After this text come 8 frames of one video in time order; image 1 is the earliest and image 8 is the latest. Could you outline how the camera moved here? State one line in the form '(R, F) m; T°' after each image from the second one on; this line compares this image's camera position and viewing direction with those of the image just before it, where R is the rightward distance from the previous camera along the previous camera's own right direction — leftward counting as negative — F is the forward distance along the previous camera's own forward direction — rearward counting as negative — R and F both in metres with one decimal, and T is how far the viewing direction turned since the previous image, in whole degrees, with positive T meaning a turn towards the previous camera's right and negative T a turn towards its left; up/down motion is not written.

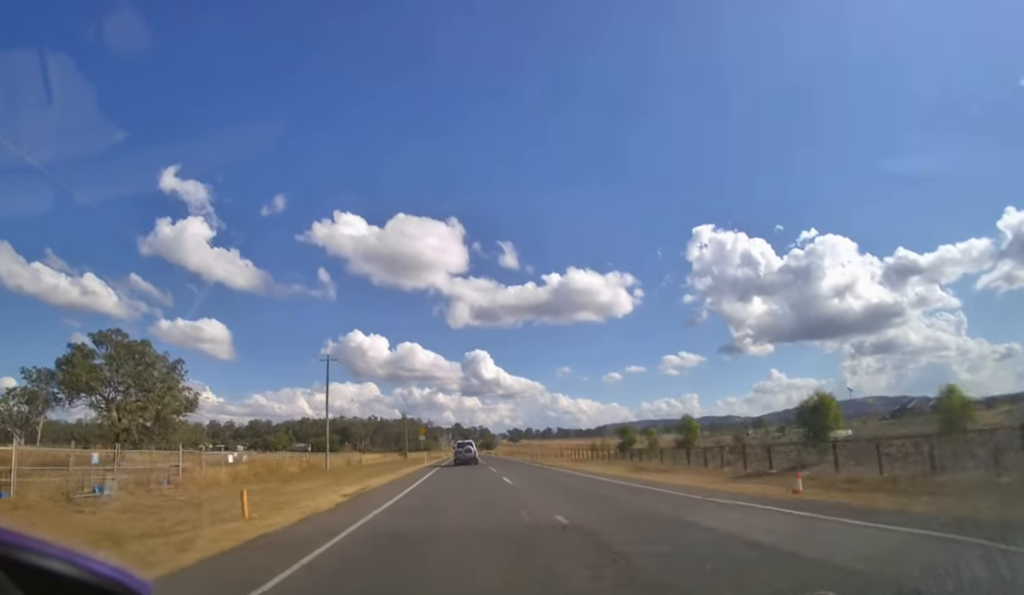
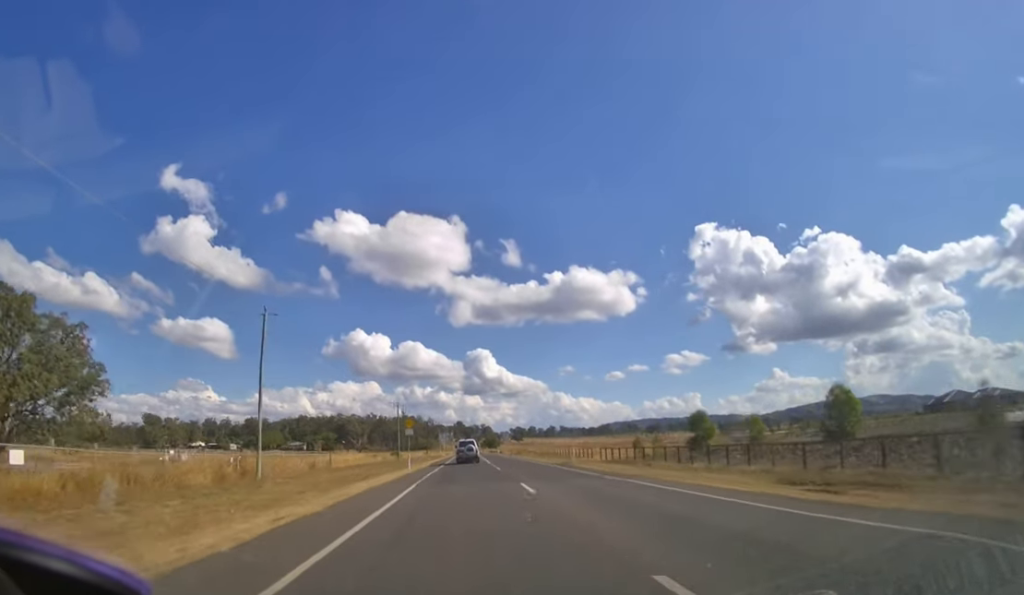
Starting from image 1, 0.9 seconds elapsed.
(0.0, +18.3) m; 0°
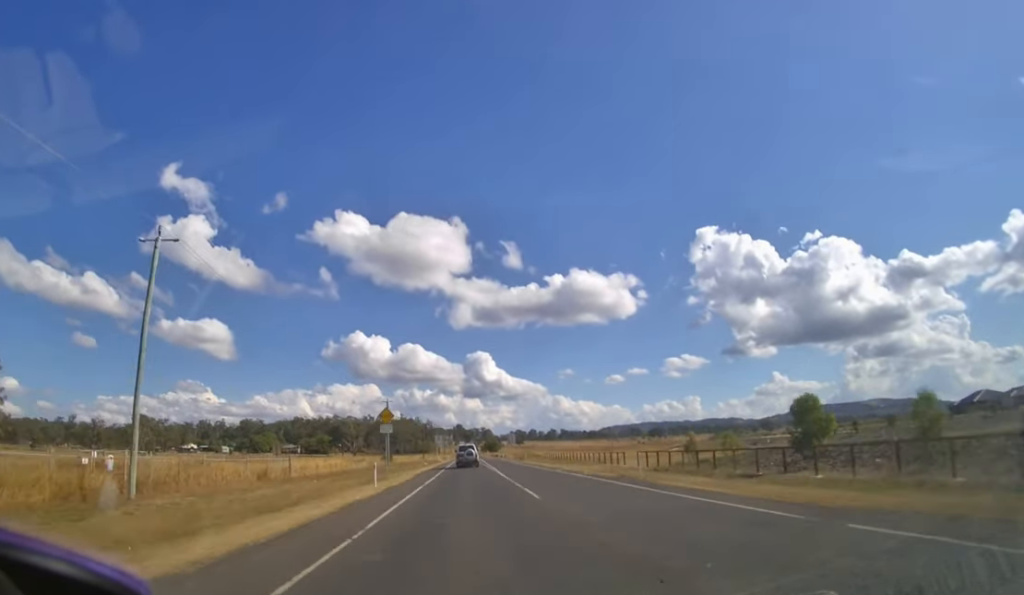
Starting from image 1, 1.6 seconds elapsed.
(-0.1, +13.3) m; 0°
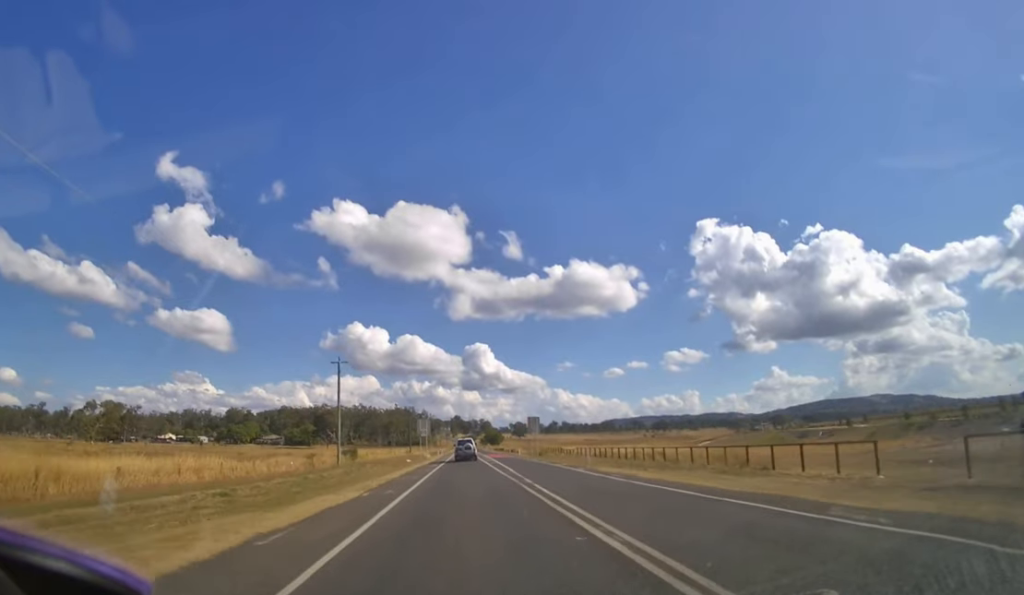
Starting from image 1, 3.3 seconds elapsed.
(+0.1, +29.3) m; 0°
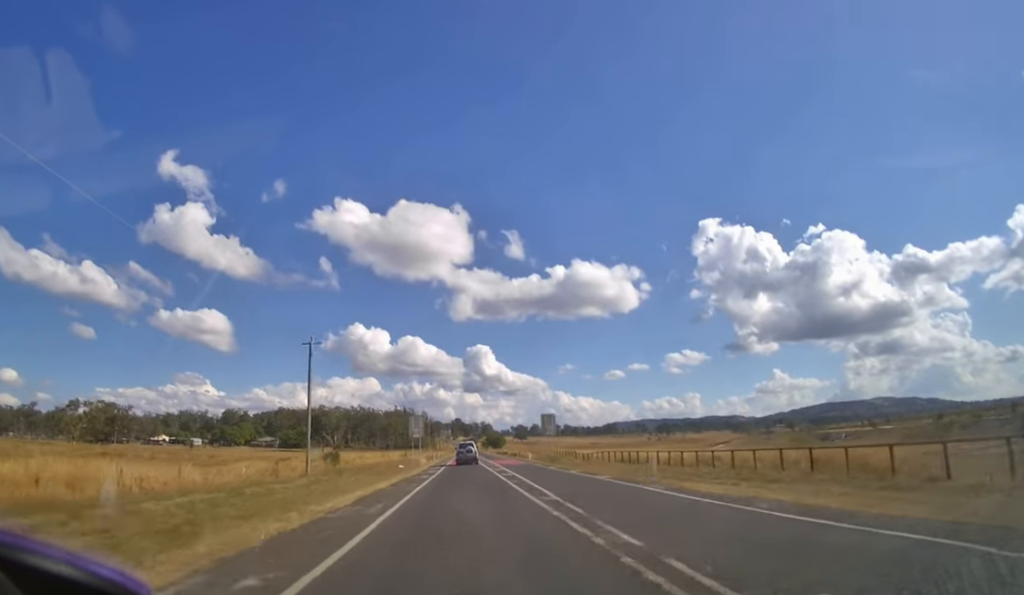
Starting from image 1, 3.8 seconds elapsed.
(0.0, +8.6) m; 0°
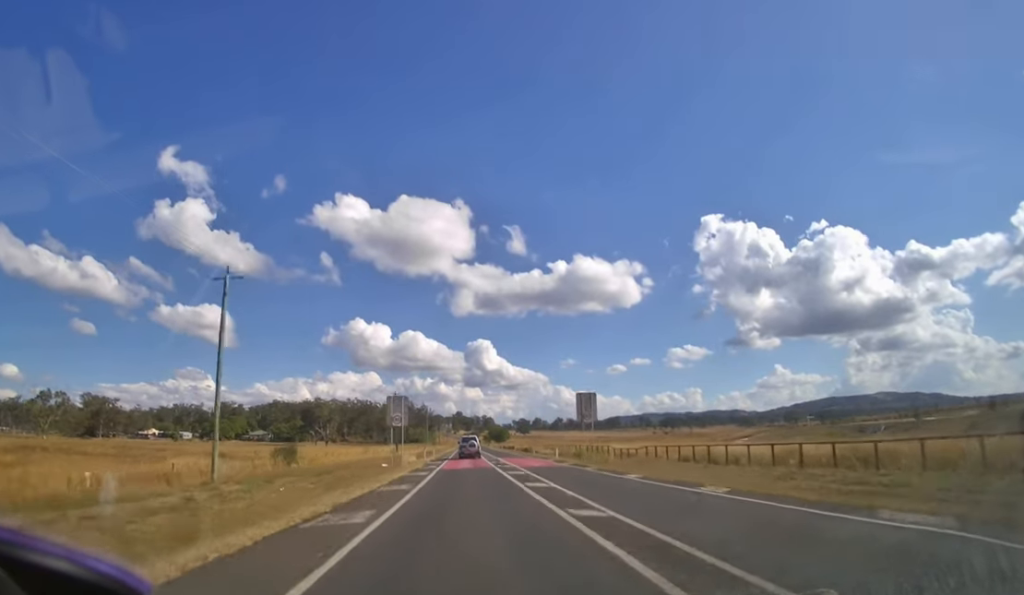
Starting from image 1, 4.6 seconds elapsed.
(0.0, +12.9) m; 0°
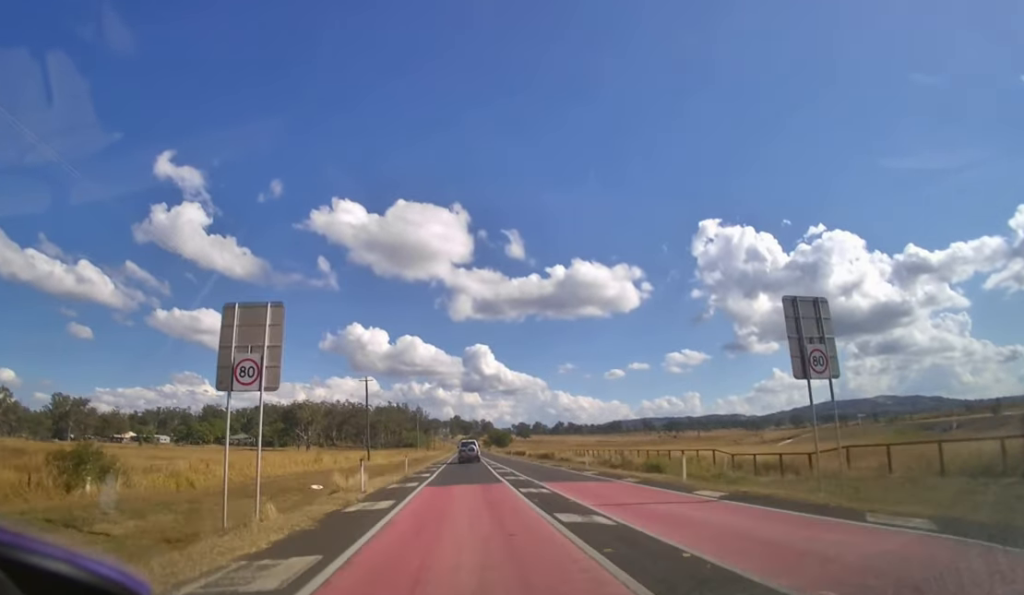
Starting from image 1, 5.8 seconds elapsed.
(0.0, +20.5) m; 0°
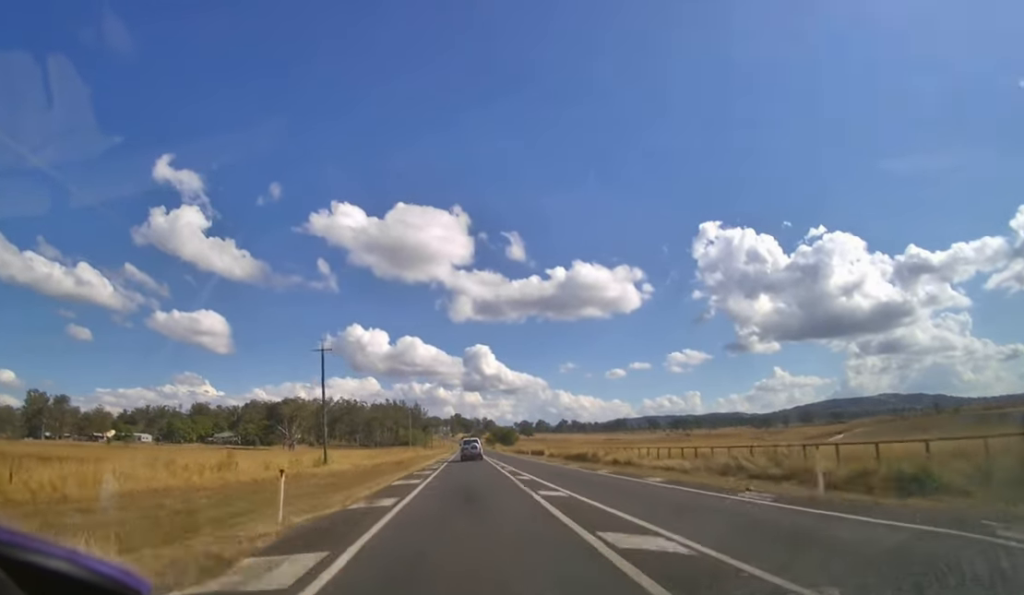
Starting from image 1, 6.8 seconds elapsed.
(0.0, +17.5) m; 0°
